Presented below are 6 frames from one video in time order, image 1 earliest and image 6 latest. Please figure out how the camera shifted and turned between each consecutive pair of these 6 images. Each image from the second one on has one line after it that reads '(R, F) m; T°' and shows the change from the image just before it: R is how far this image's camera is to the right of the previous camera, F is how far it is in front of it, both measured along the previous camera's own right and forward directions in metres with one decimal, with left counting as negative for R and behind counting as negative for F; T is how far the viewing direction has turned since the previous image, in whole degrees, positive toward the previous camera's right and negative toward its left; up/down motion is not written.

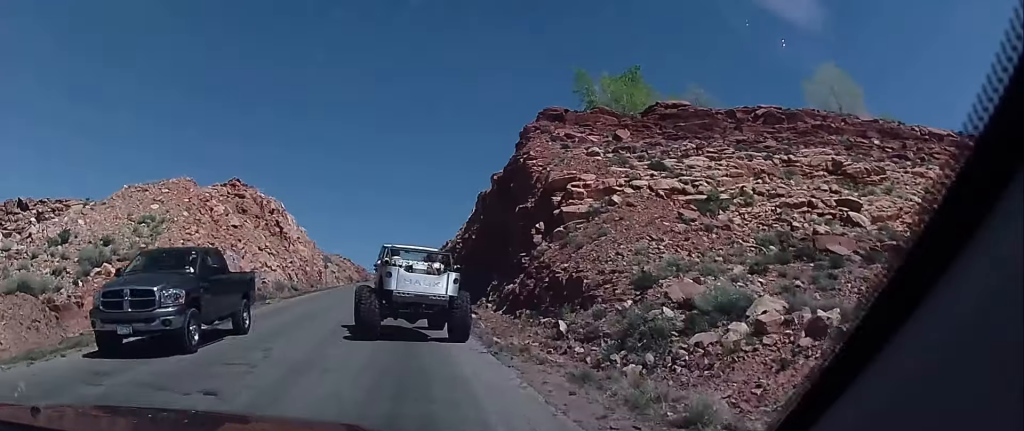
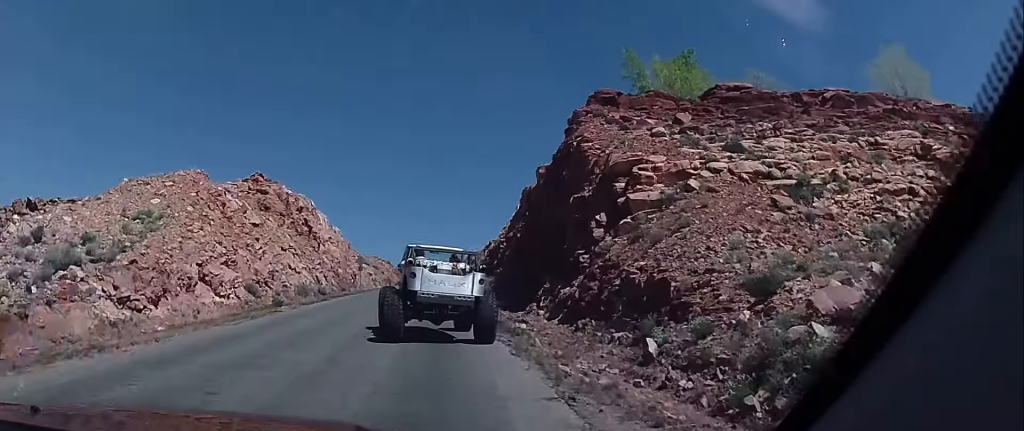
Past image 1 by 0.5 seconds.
(-0.4, +4.7) m; -5°
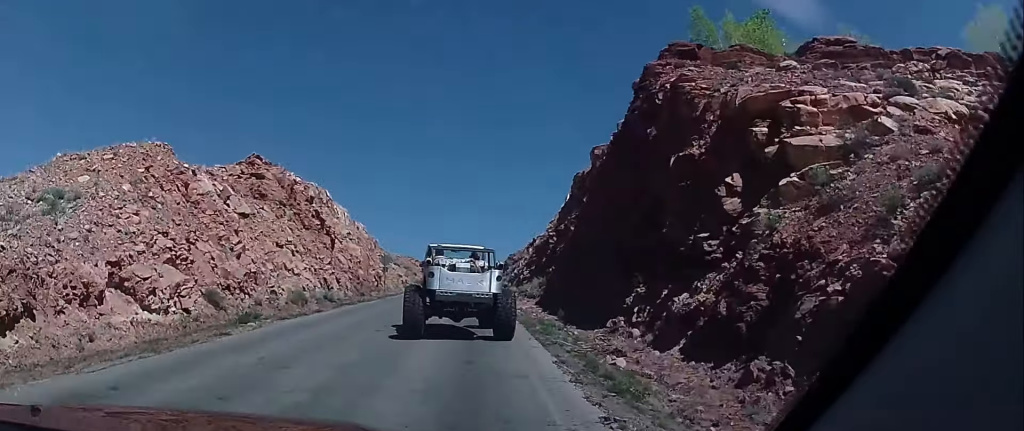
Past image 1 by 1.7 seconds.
(-0.8, +9.8) m; -7°
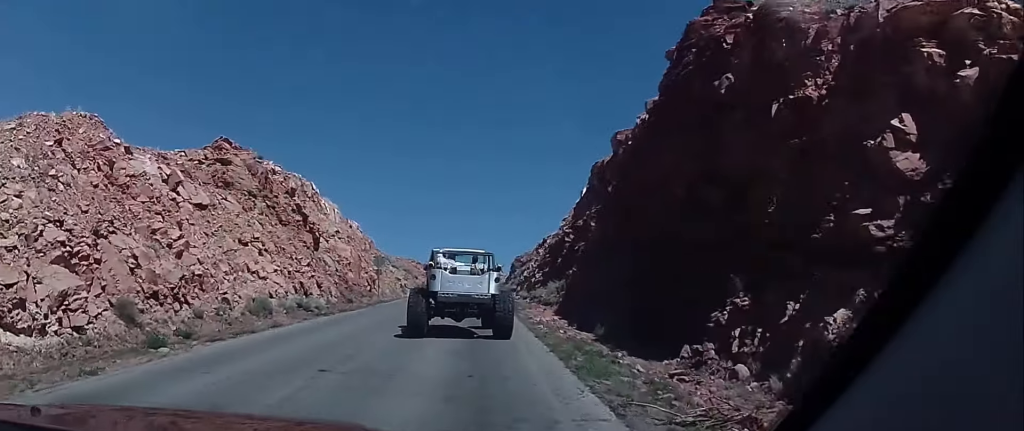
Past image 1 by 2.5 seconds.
(-0.2, +6.8) m; -4°
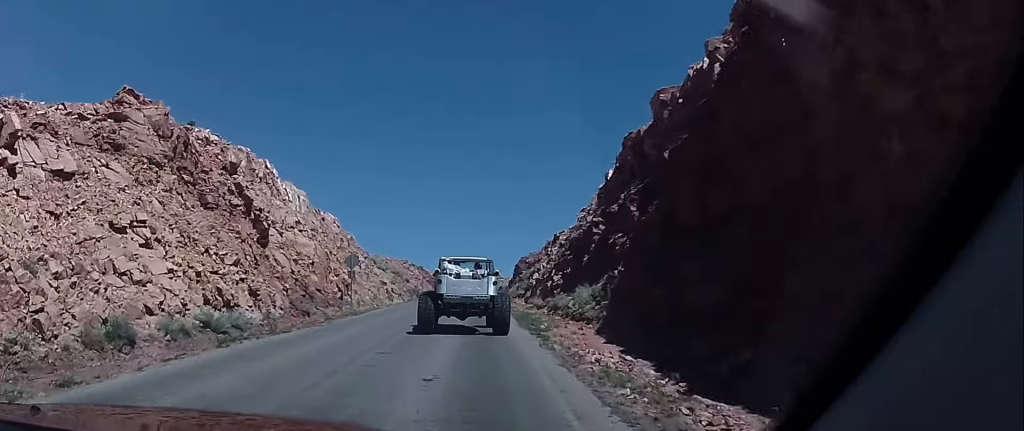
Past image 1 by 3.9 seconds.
(-0.5, +11.0) m; 0°
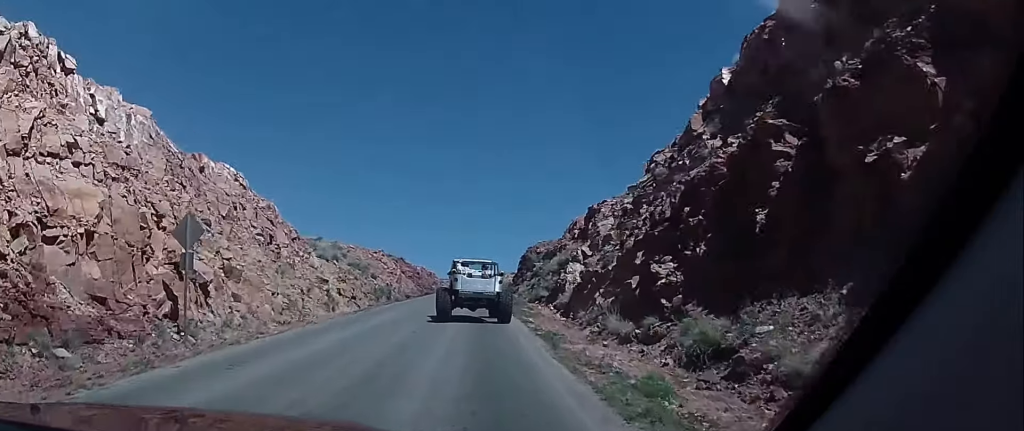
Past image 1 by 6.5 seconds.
(+0.9, +22.2) m; +4°
